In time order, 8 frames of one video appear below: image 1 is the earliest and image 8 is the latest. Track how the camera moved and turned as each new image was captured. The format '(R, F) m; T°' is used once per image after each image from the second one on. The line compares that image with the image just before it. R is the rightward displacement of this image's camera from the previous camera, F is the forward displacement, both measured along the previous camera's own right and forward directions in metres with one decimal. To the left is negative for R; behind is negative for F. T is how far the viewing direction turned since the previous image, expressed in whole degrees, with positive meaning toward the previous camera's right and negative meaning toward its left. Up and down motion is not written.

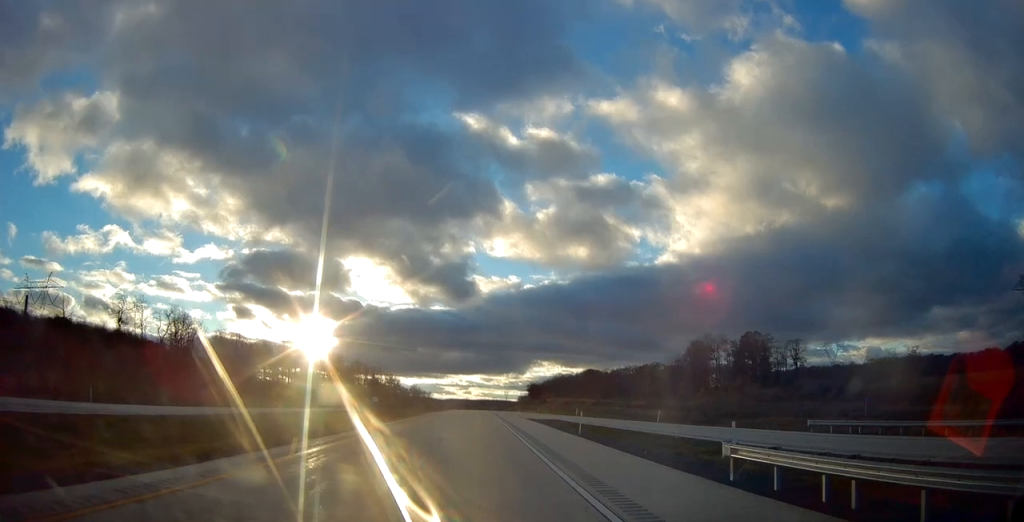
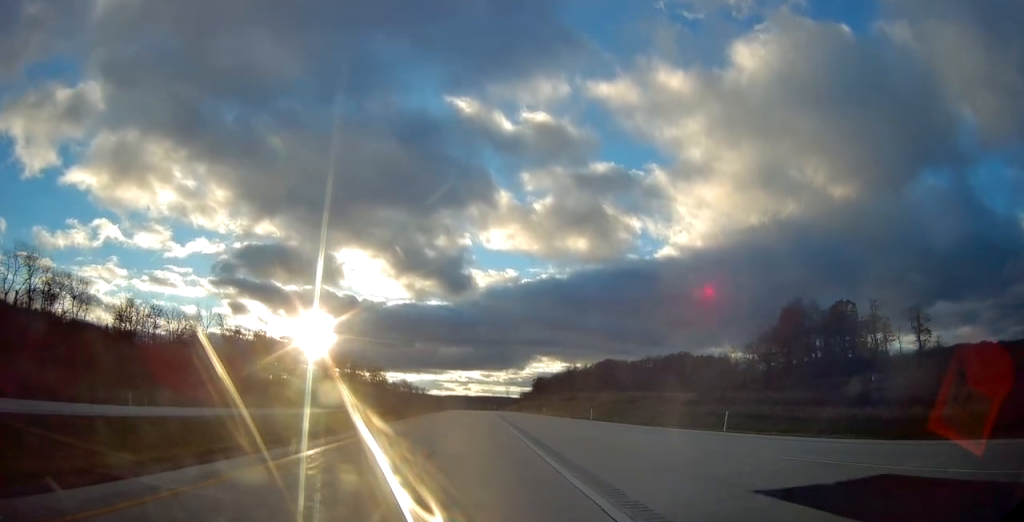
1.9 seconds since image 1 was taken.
(0.0, +54.8) m; +1°
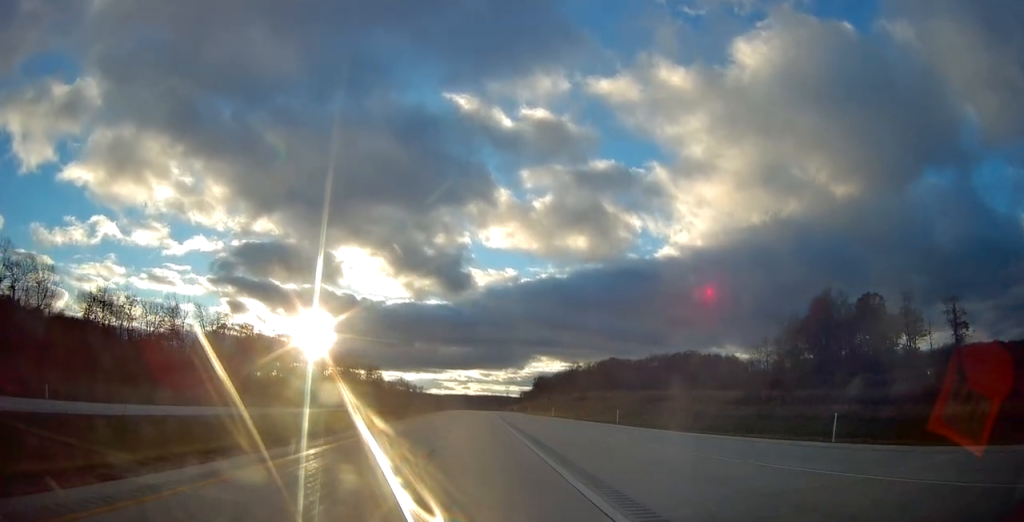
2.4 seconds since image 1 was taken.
(+0.1, +12.3) m; 0°
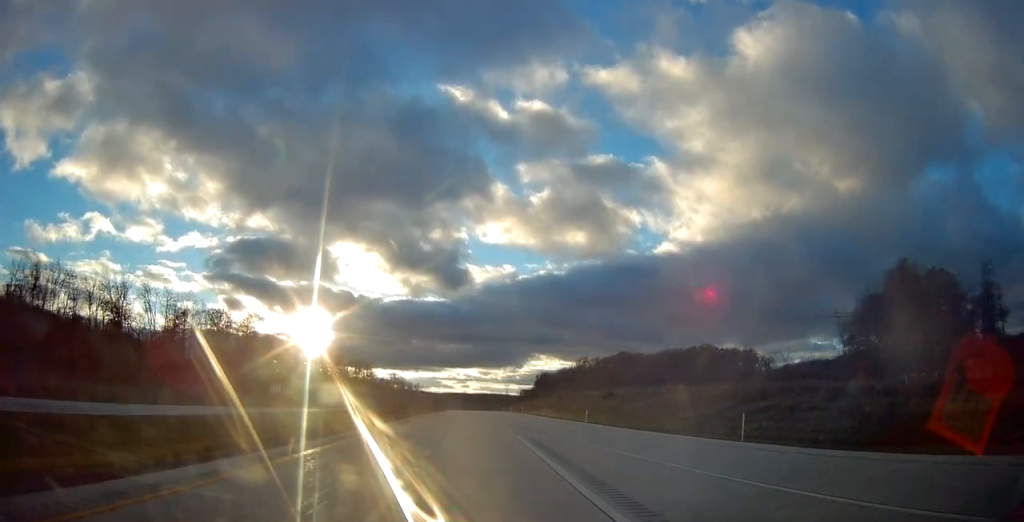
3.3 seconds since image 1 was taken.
(+0.1, +25.5) m; 0°
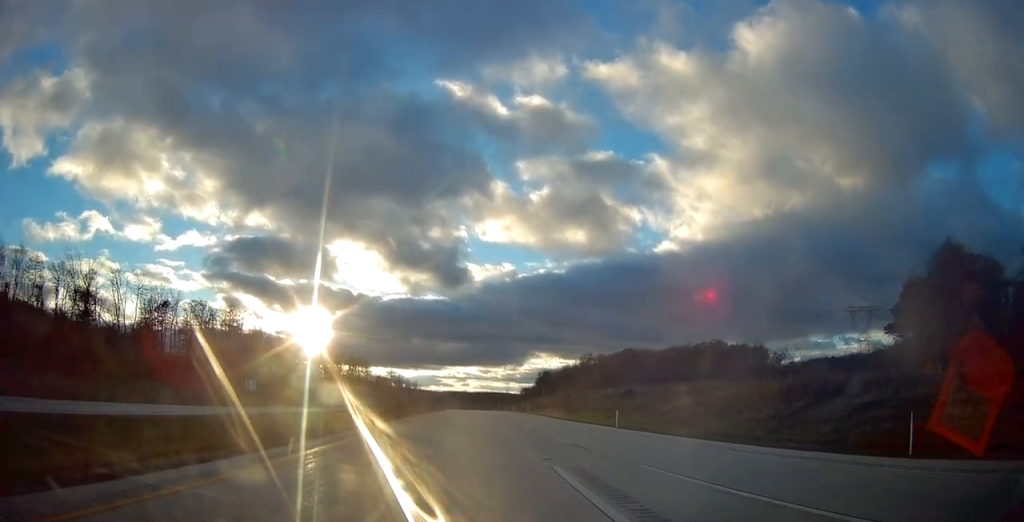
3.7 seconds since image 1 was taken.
(-0.1, +12.3) m; 0°
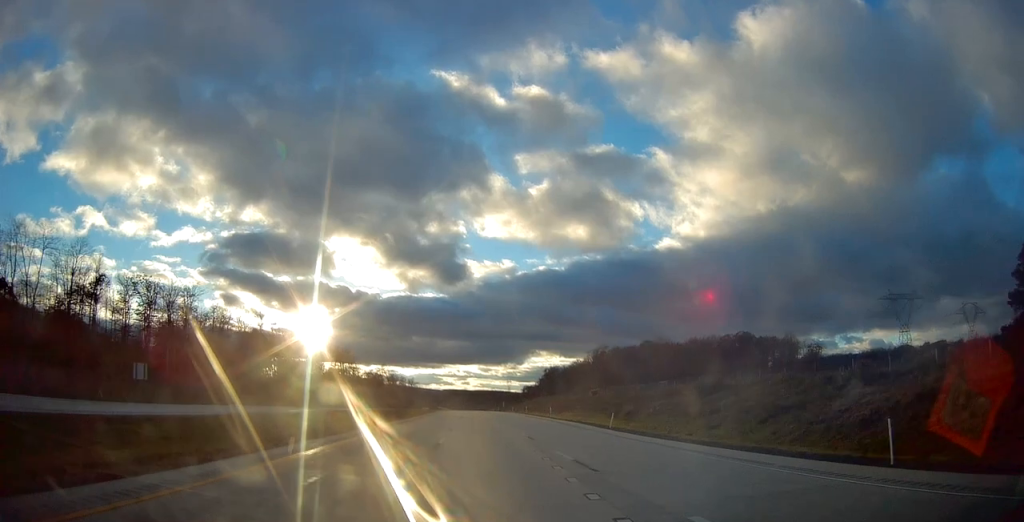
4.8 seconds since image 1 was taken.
(-0.1, +31.5) m; 0°
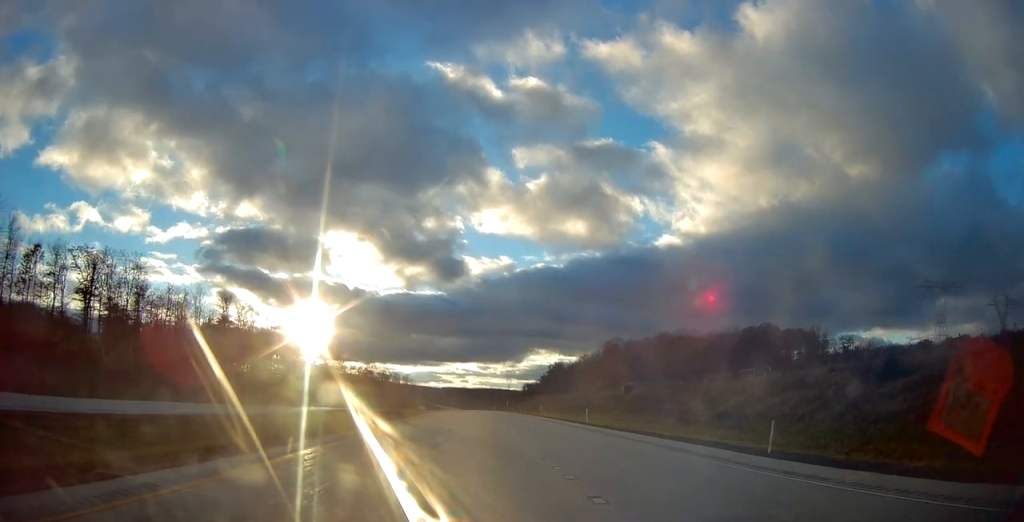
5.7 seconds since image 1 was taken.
(0.0, +24.7) m; 0°
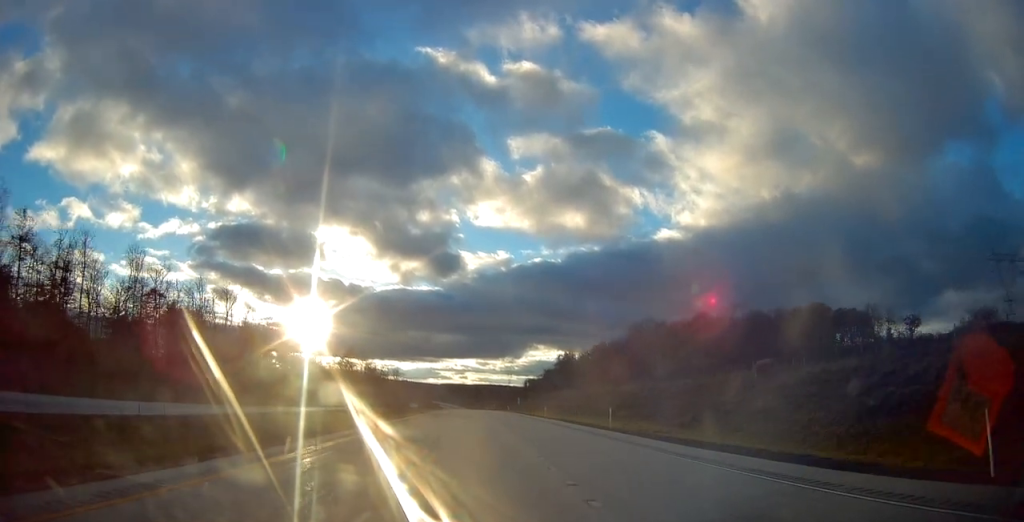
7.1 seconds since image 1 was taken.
(+0.2, +41.7) m; 0°
